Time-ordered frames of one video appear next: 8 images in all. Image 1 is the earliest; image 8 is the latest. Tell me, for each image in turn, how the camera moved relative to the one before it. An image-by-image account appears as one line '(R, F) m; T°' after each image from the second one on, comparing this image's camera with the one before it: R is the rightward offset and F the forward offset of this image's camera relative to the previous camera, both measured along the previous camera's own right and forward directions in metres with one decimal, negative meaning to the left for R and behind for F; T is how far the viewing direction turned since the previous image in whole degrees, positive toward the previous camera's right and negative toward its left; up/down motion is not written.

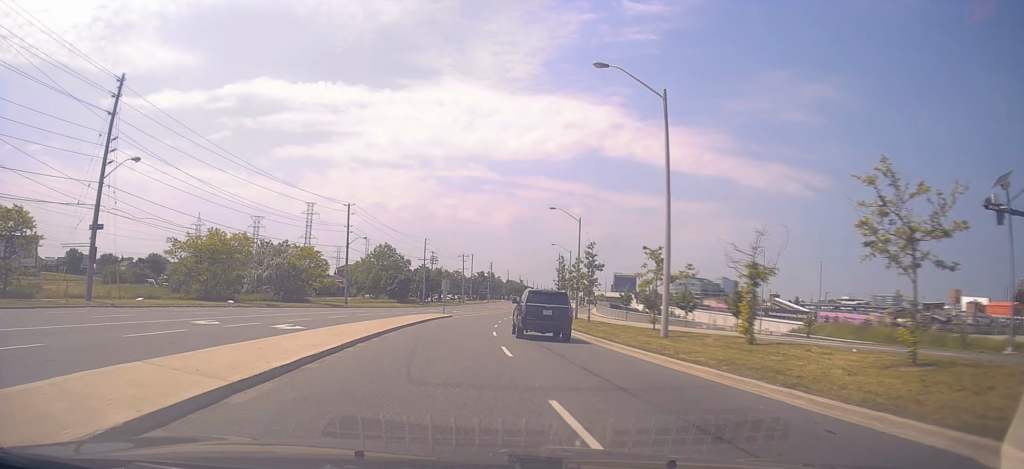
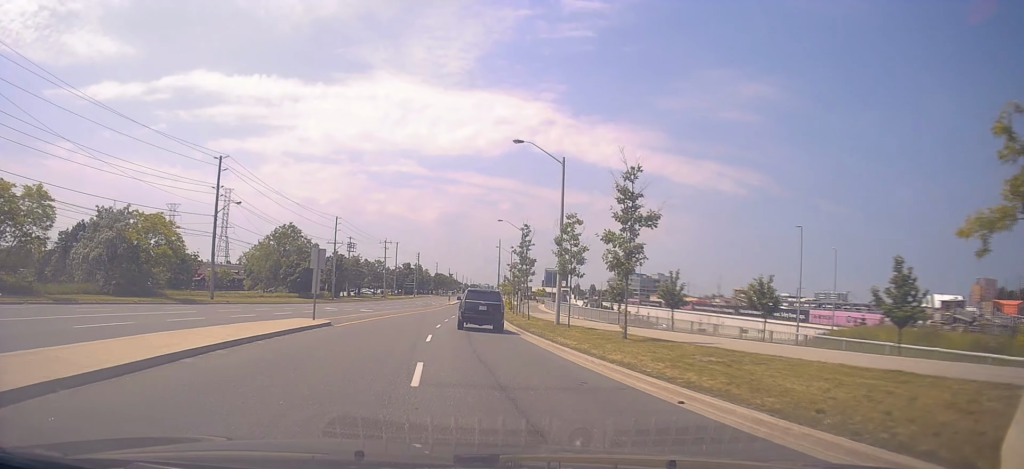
(+1.1, +23.2) m; +5°
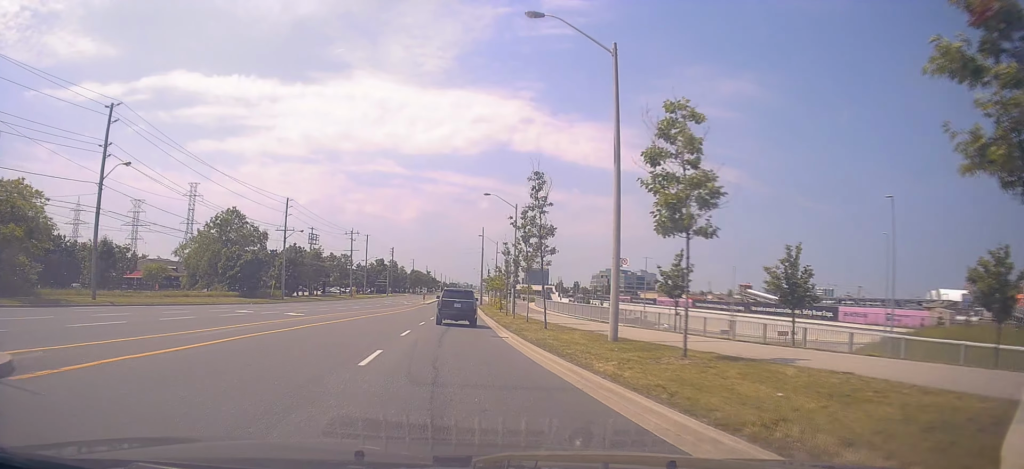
(+0.5, +16.0) m; +2°
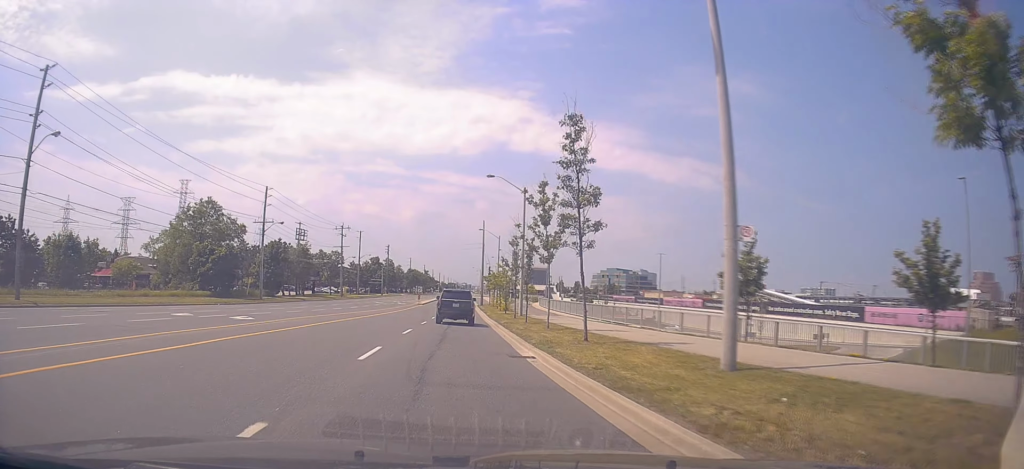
(+0.2, +8.3) m; 0°
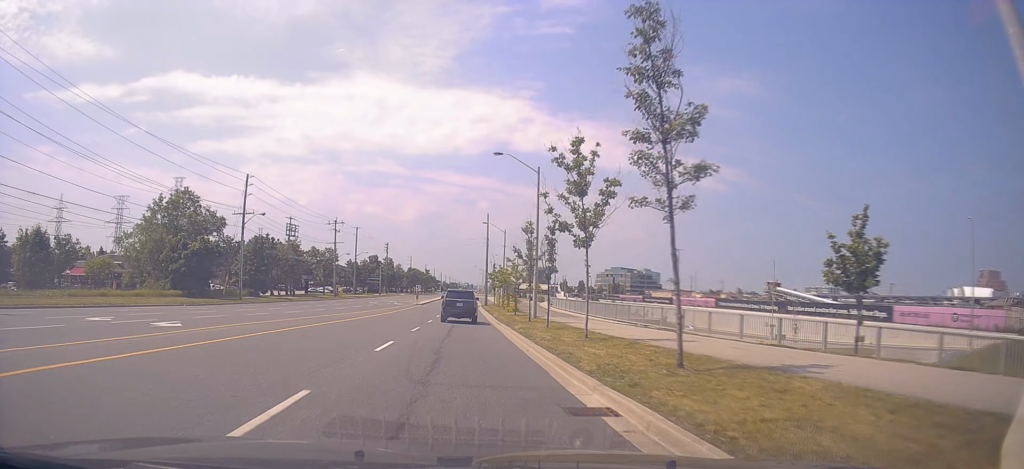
(-0.1, +6.9) m; 0°
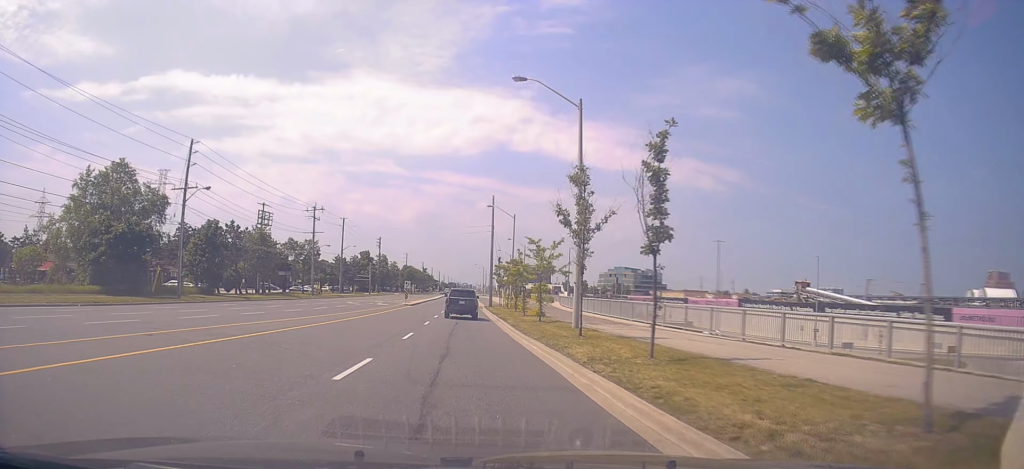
(0.0, +13.9) m; +1°
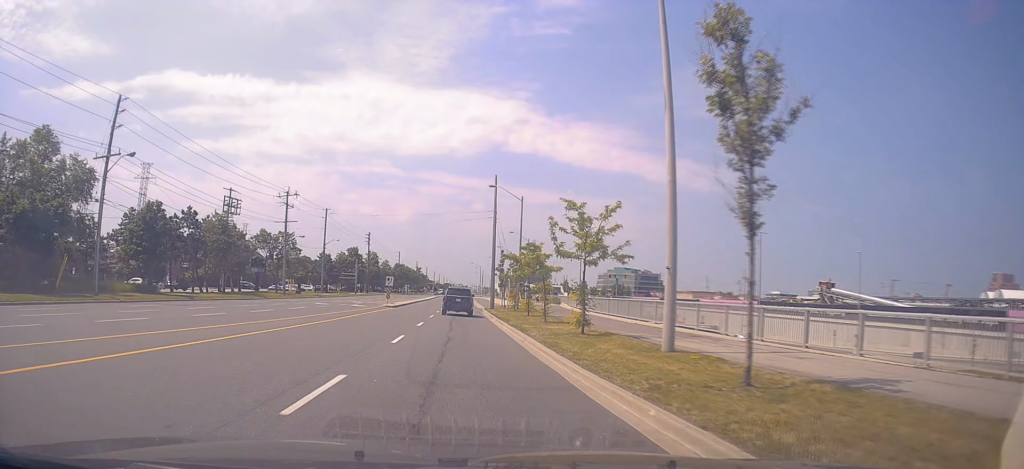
(+0.3, +11.5) m; +1°
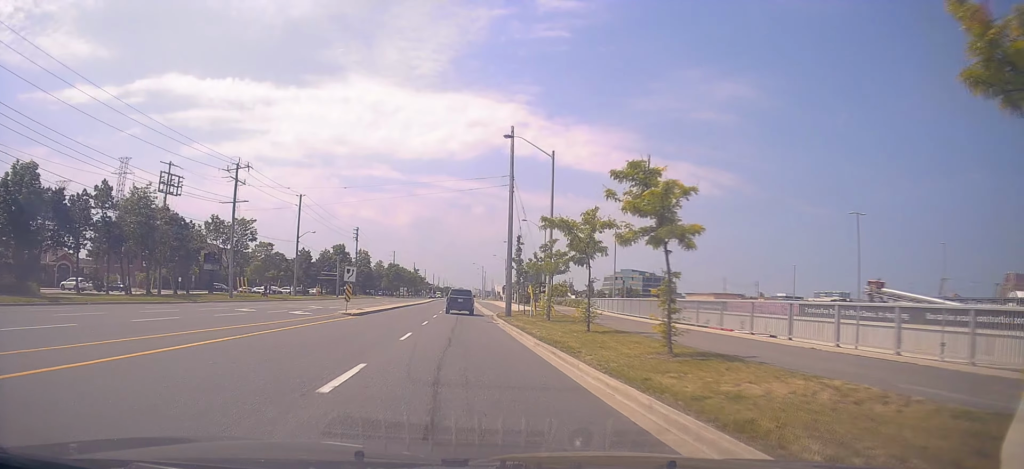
(-0.3, +17.3) m; -1°
